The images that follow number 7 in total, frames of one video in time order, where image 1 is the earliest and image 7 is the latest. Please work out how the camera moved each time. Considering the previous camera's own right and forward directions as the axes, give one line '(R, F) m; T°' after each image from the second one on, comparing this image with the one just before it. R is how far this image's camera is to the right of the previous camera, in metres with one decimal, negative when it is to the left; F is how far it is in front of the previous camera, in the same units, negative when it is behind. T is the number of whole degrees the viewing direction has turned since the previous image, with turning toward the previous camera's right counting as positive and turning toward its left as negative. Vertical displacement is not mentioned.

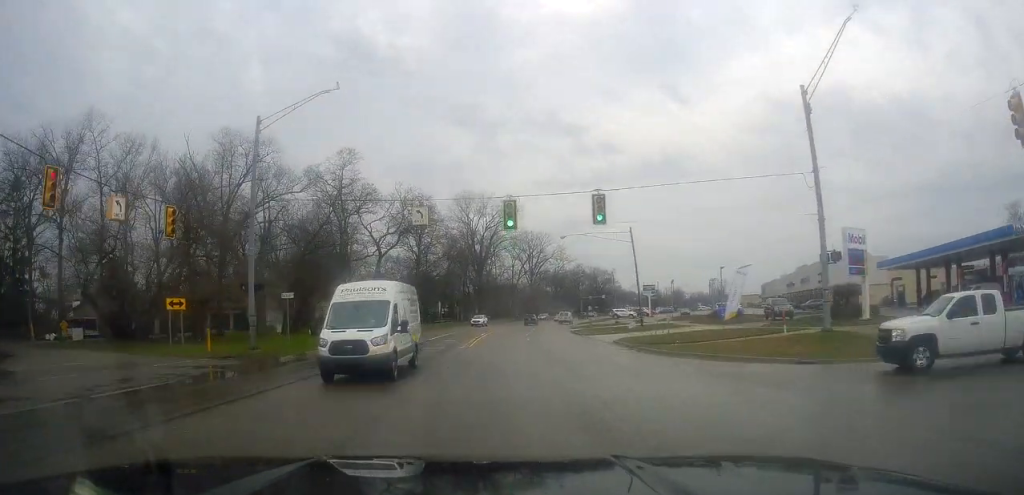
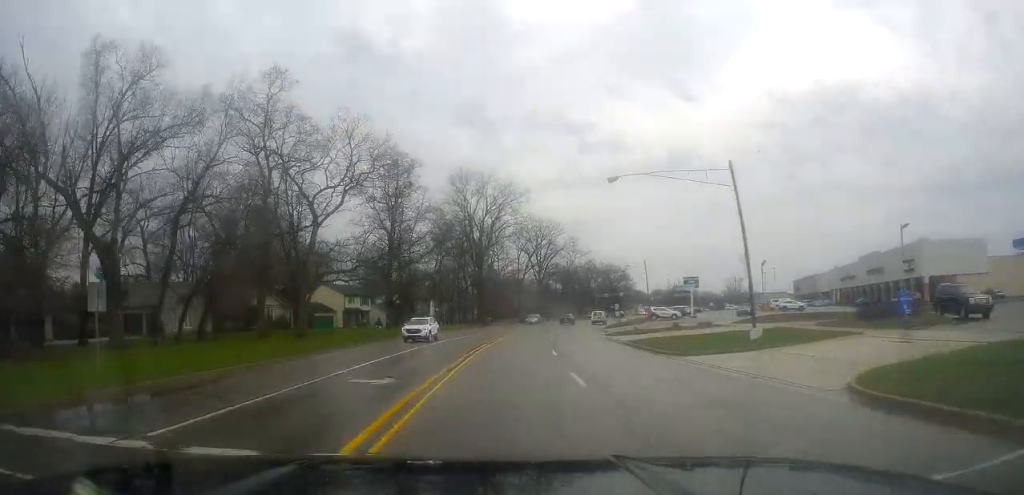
(+0.5, +23.6) m; +1°
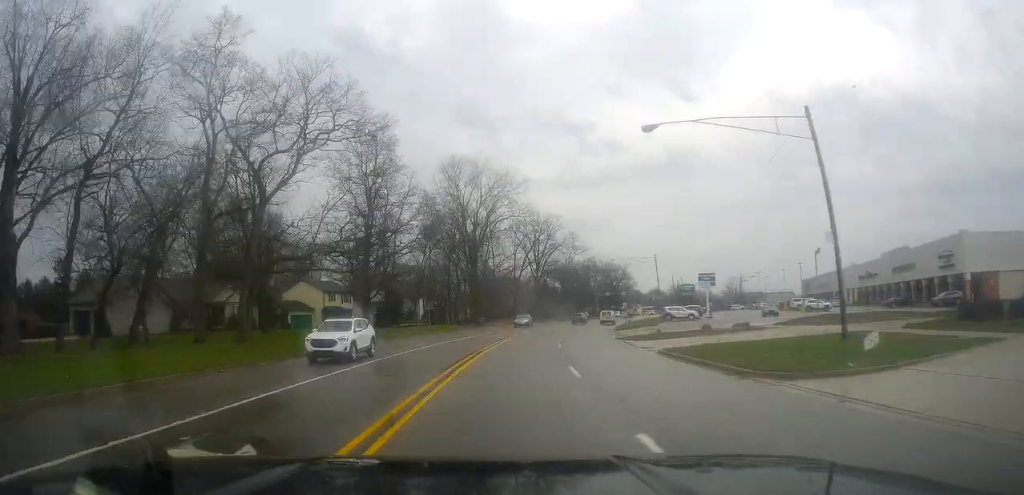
(-0.2, +8.9) m; 0°
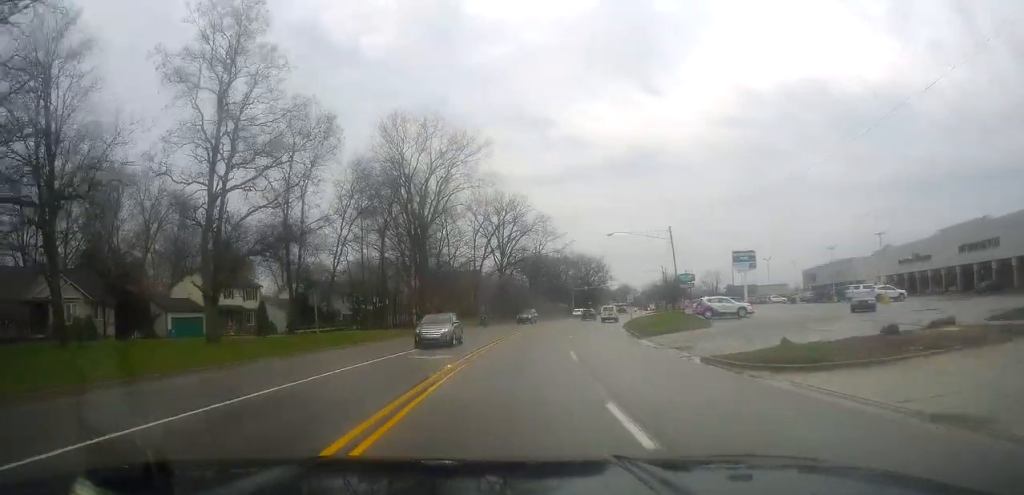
(+0.7, +24.6) m; +2°
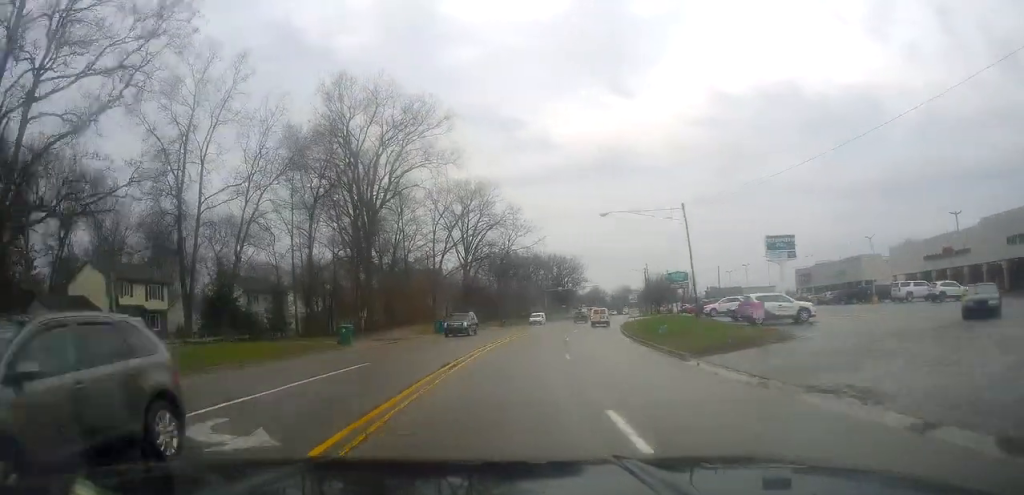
(+0.1, +14.7) m; +2°
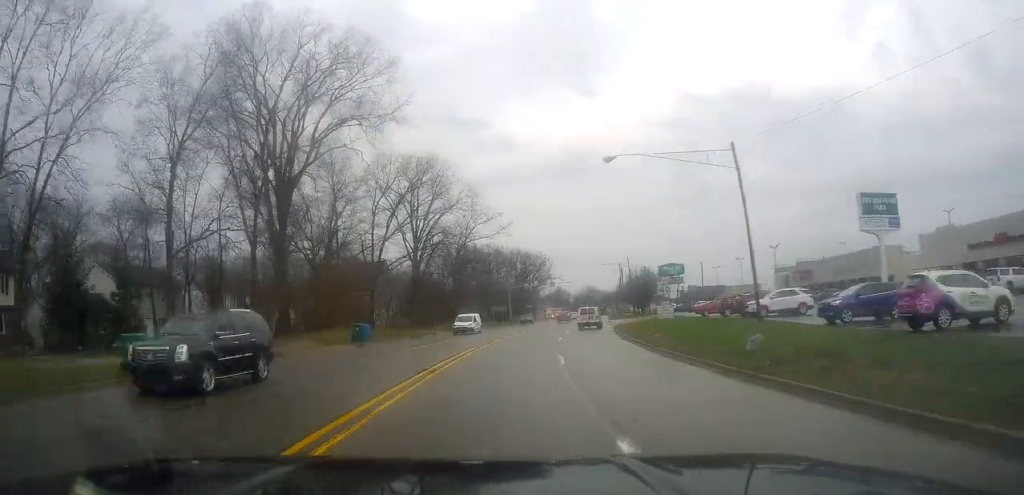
(+0.5, +17.7) m; +5°
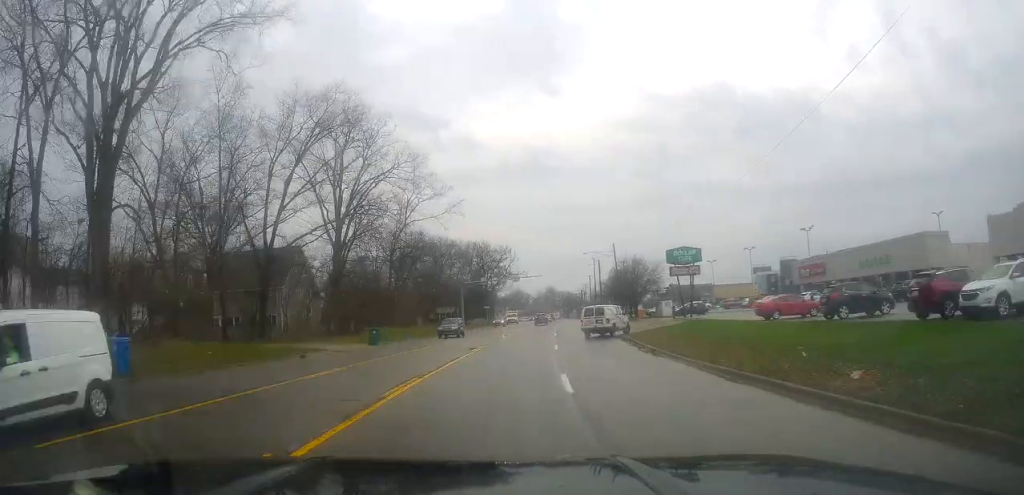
(+1.9, +22.8) m; +6°
